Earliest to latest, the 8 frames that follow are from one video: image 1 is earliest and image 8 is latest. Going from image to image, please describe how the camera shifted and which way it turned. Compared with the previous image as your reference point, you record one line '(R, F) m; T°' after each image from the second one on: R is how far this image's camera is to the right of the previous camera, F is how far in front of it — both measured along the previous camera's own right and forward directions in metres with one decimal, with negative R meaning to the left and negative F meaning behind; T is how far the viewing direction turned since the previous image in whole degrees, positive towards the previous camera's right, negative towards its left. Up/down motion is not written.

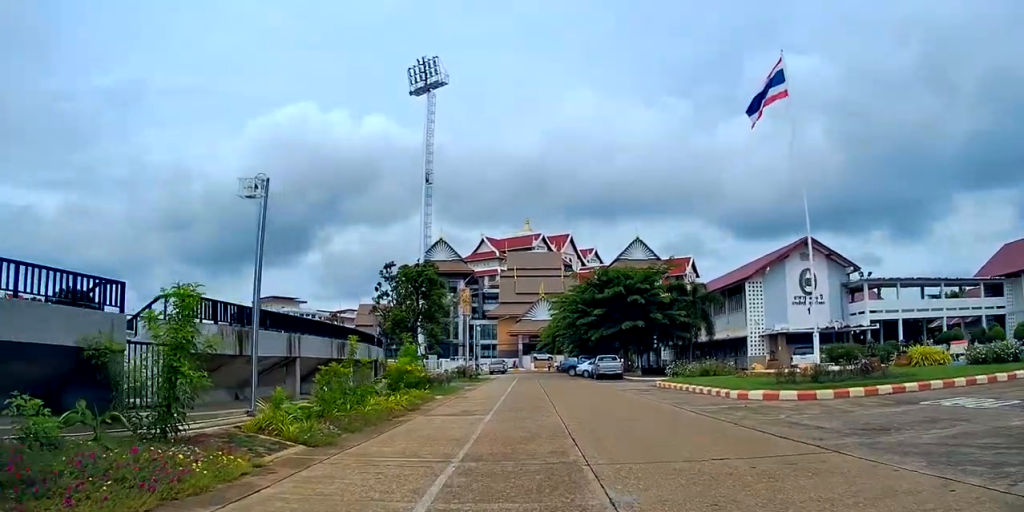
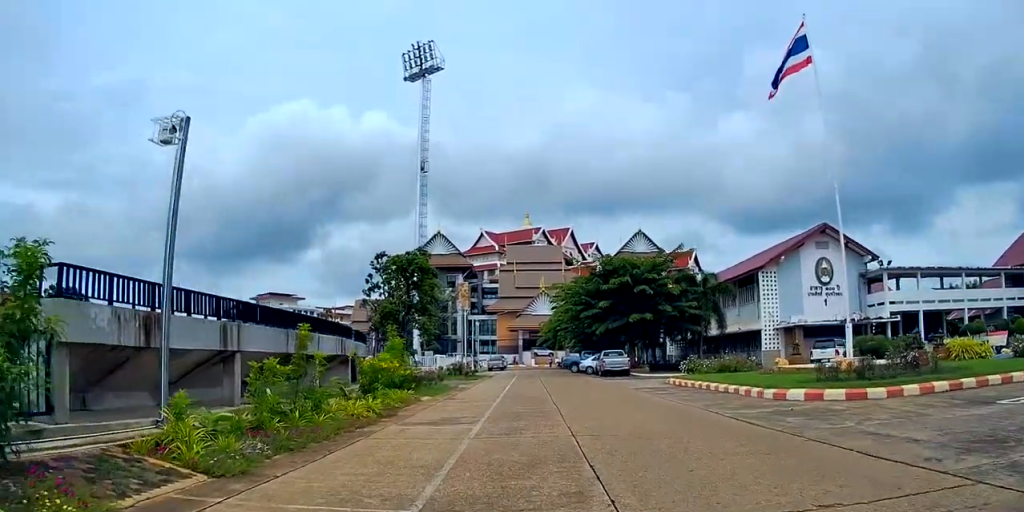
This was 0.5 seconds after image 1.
(0.0, +3.0) m; +1°
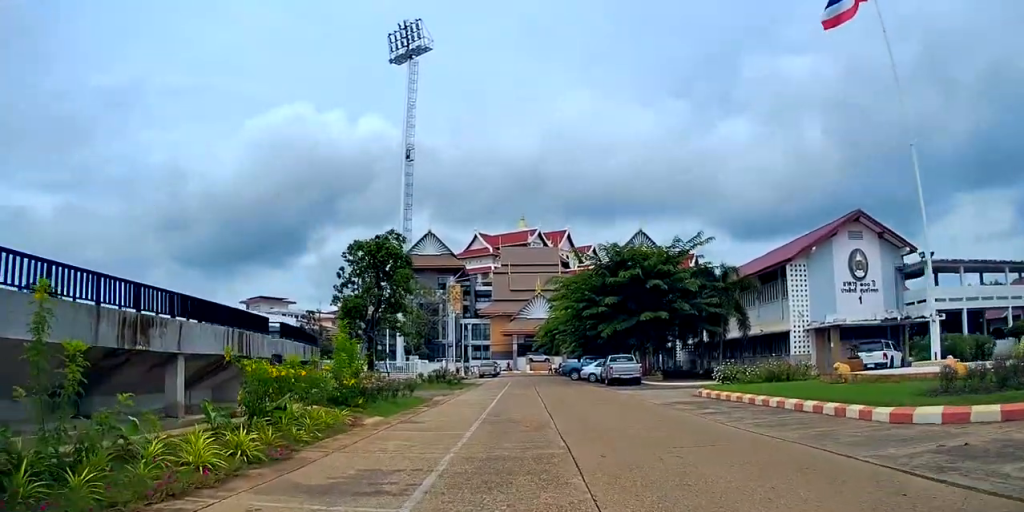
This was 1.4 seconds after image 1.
(+0.1, +5.9) m; +1°
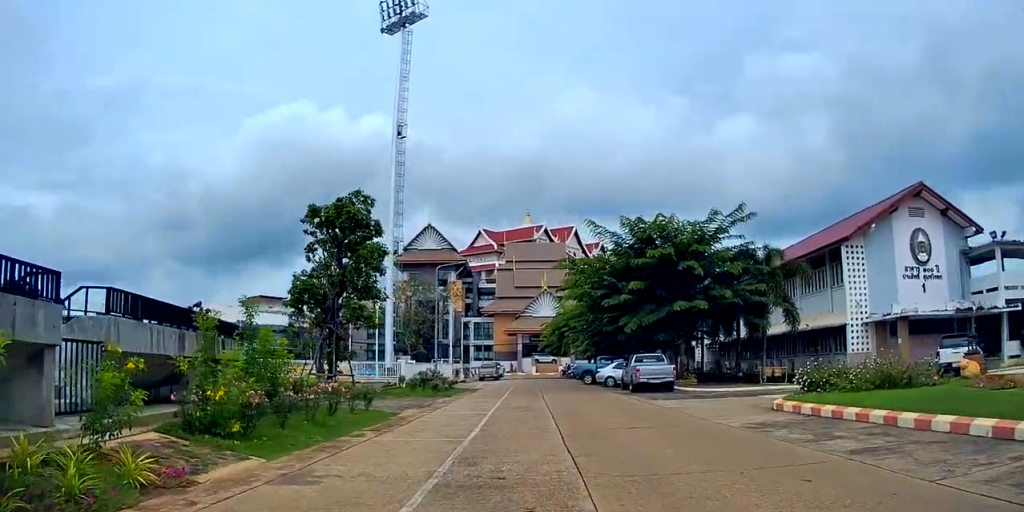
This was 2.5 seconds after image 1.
(0.0, +7.1) m; -1°
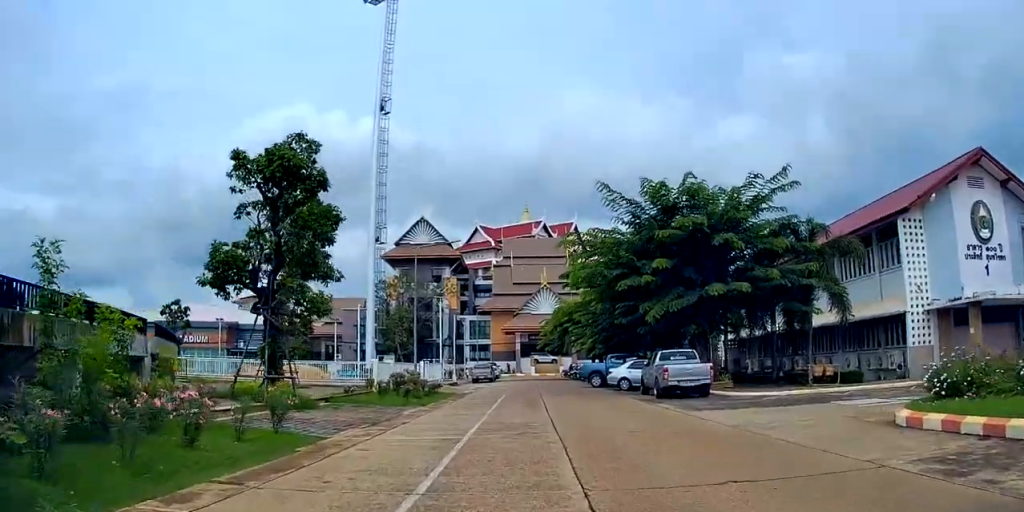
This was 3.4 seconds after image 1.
(-0.1, +6.4) m; -1°
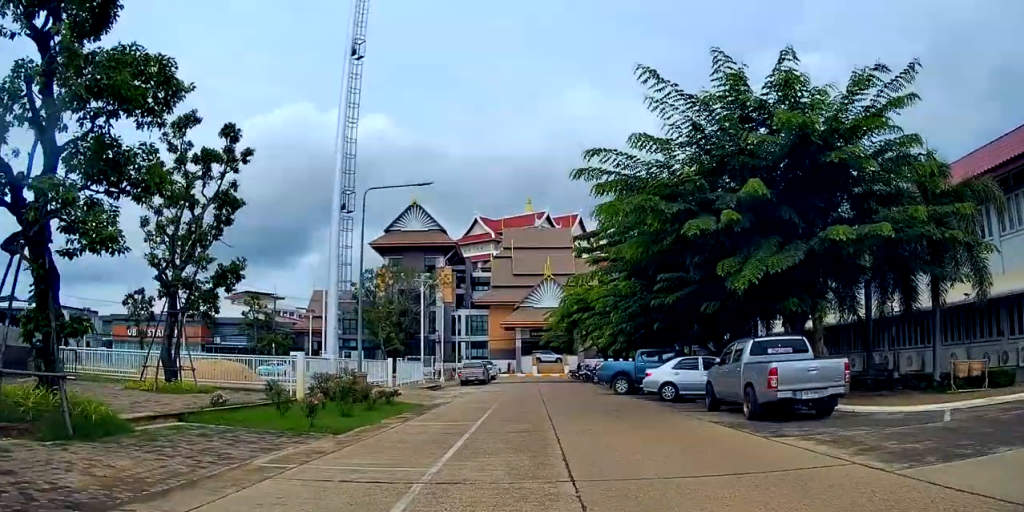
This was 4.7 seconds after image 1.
(0.0, +9.4) m; -1°
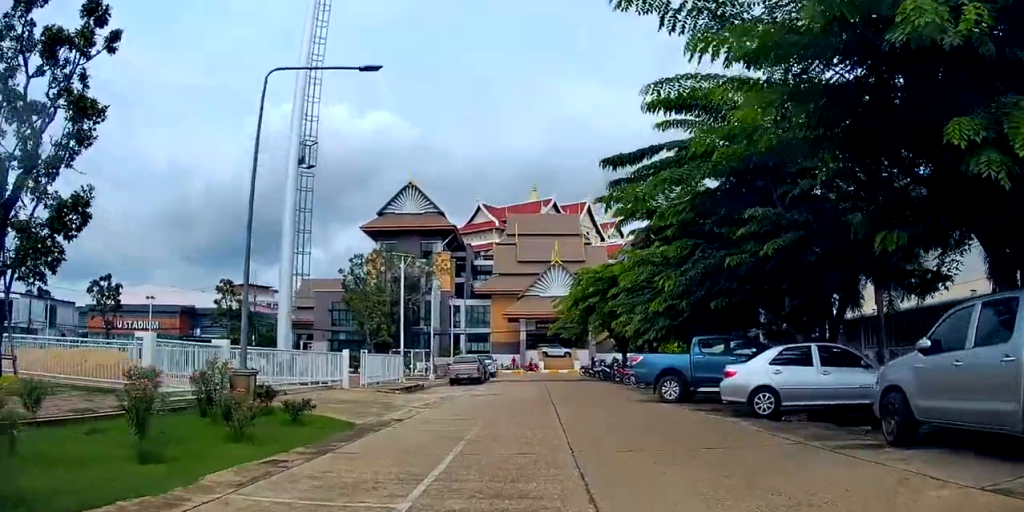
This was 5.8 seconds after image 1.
(-0.1, +9.0) m; -1°
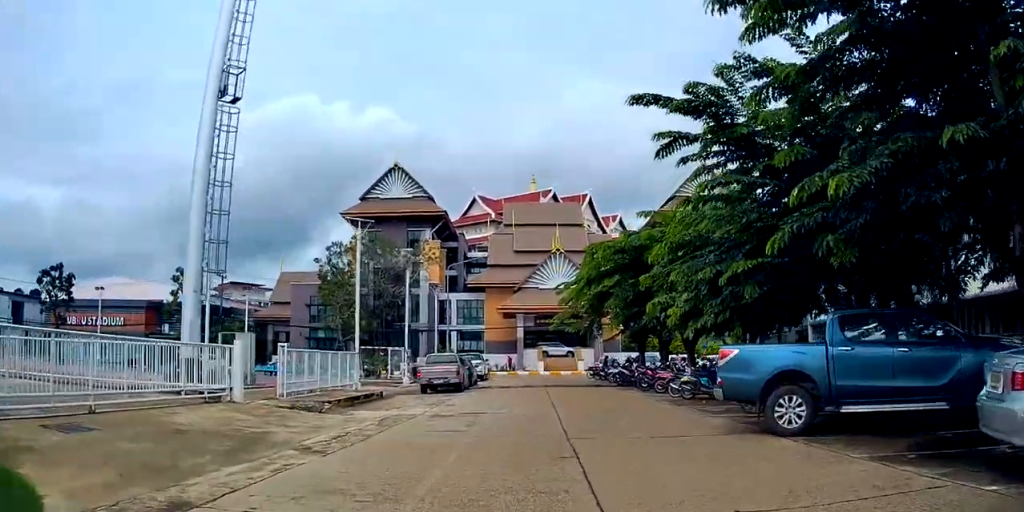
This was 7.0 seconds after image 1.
(-0.1, +9.0) m; -2°
